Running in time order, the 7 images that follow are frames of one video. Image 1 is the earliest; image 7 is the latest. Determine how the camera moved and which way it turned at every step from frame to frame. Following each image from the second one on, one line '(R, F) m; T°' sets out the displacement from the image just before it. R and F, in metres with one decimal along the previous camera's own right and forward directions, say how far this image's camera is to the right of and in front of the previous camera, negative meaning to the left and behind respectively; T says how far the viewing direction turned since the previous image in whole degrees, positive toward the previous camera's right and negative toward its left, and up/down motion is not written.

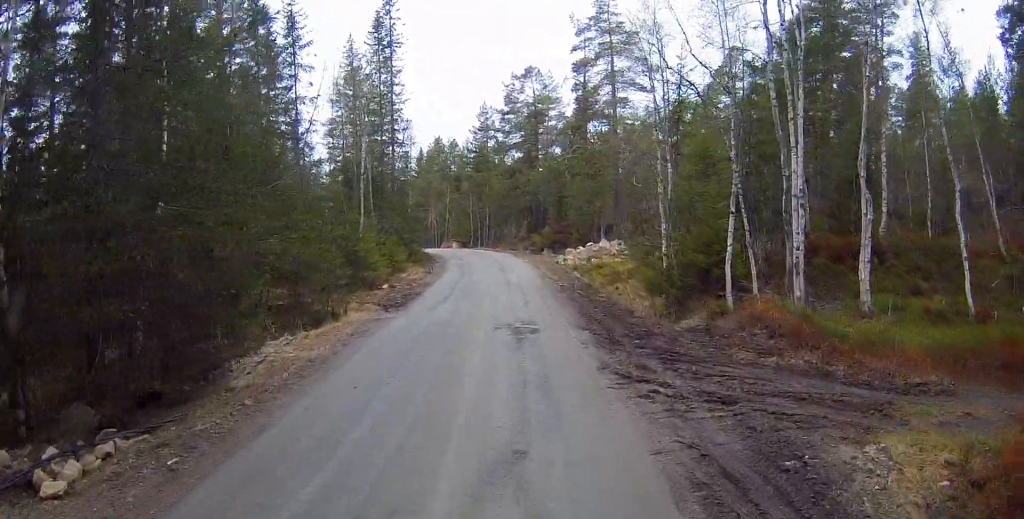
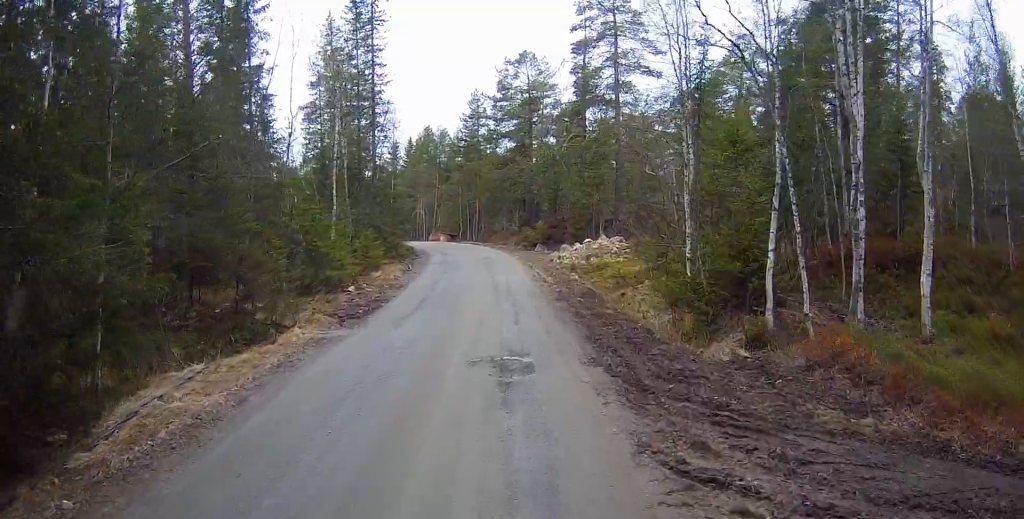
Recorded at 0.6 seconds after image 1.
(+0.6, +3.2) m; +7°
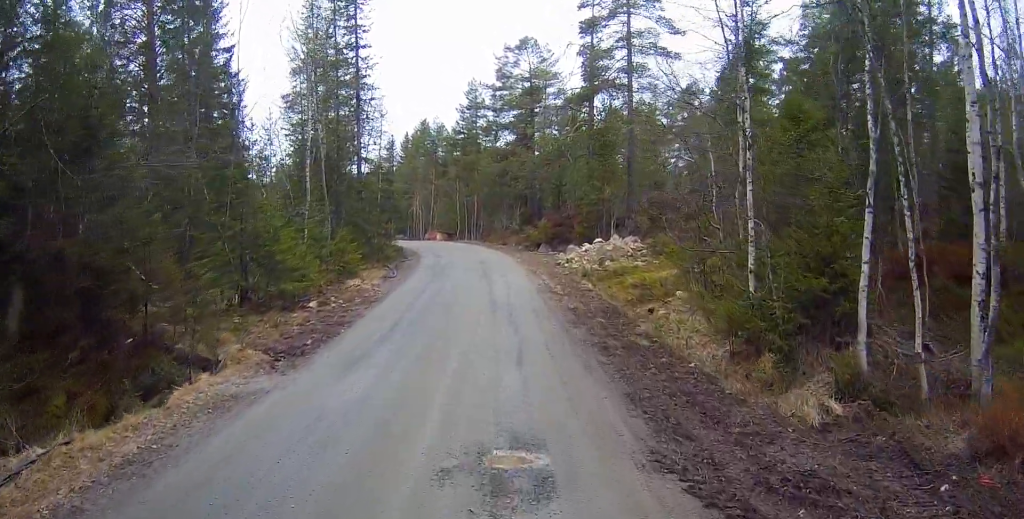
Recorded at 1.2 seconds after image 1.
(+0.3, +3.6) m; +5°
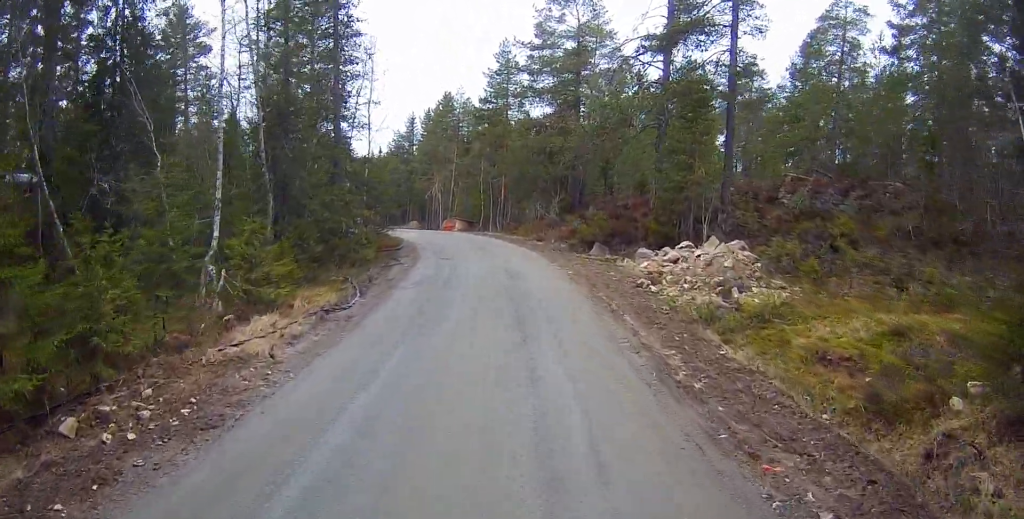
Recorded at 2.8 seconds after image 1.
(+0.3, +9.9) m; +2°
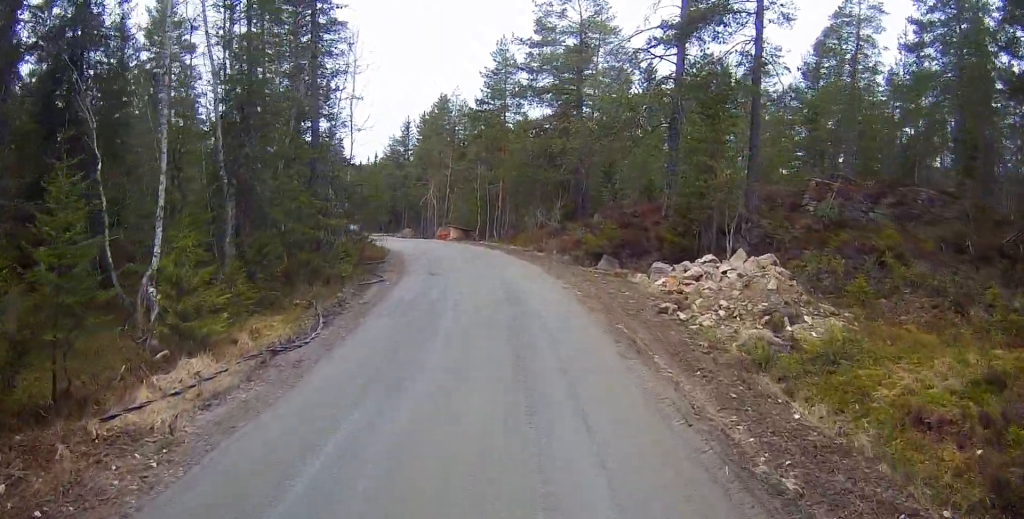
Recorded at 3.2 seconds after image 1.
(0.0, +2.6) m; -1°
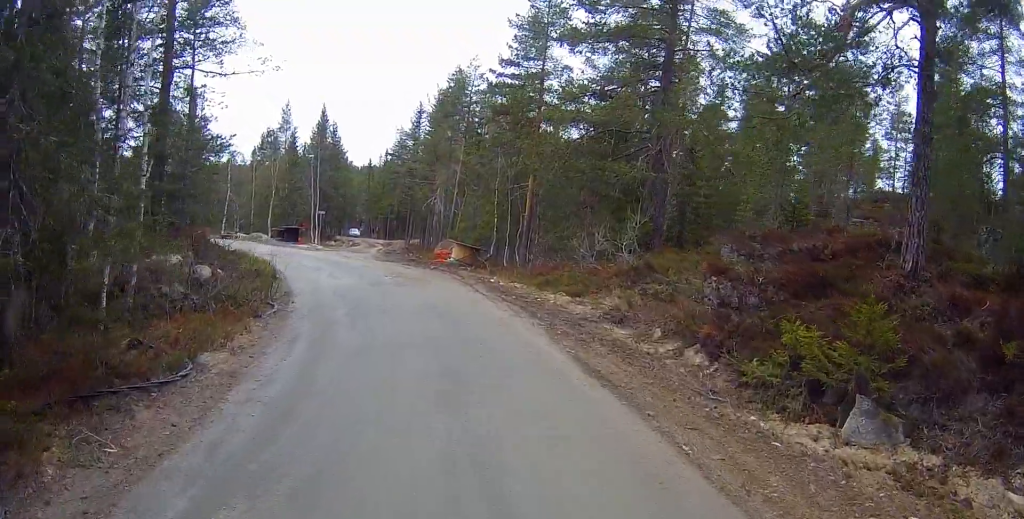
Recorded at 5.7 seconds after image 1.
(-1.1, +14.8) m; -6°
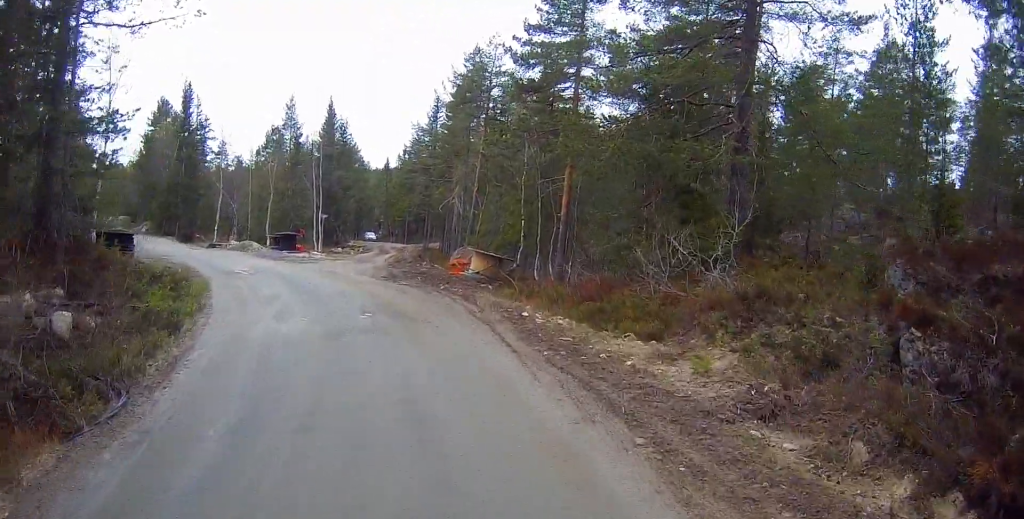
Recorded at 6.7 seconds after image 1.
(+0.2, +5.9) m; -1°
